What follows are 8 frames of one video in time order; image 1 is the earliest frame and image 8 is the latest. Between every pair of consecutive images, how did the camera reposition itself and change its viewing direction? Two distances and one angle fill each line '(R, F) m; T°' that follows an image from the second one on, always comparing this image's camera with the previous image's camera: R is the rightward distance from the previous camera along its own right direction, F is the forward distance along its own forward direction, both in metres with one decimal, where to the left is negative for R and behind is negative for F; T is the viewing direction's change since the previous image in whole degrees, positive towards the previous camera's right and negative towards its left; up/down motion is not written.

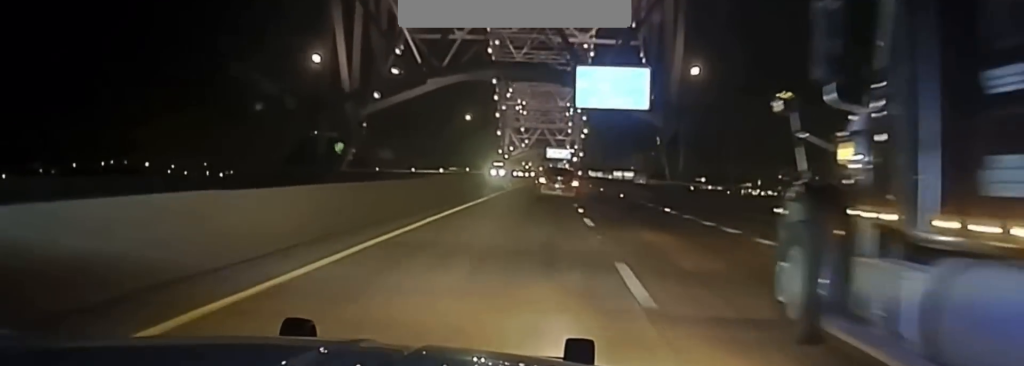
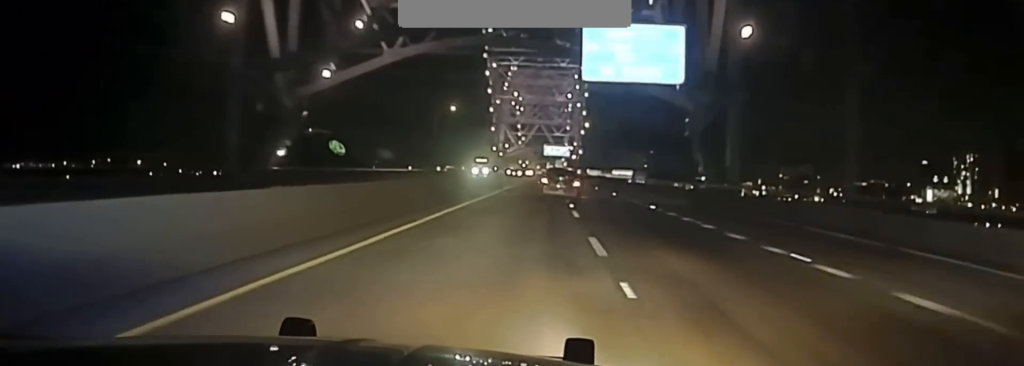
(-0.2, +20.4) m; +2°
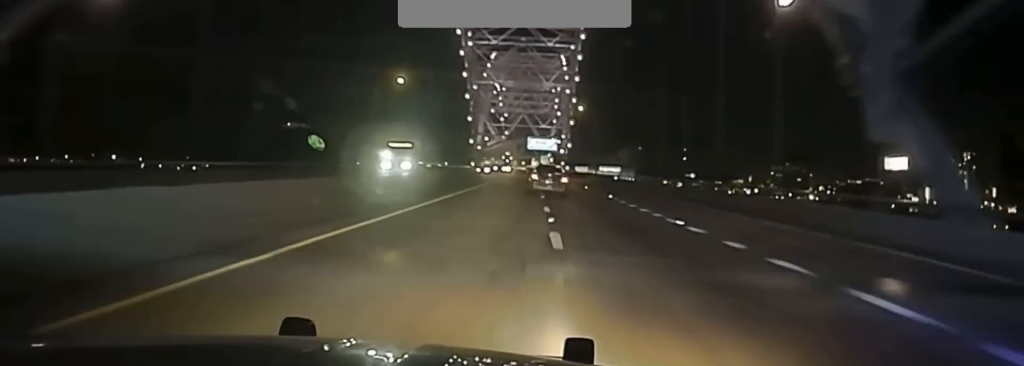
(+1.6, +36.1) m; +4°
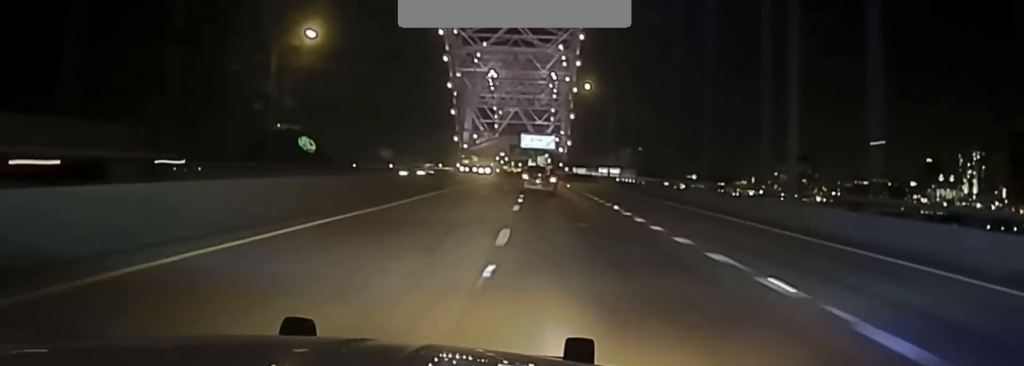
(+1.0, +33.0) m; +1°
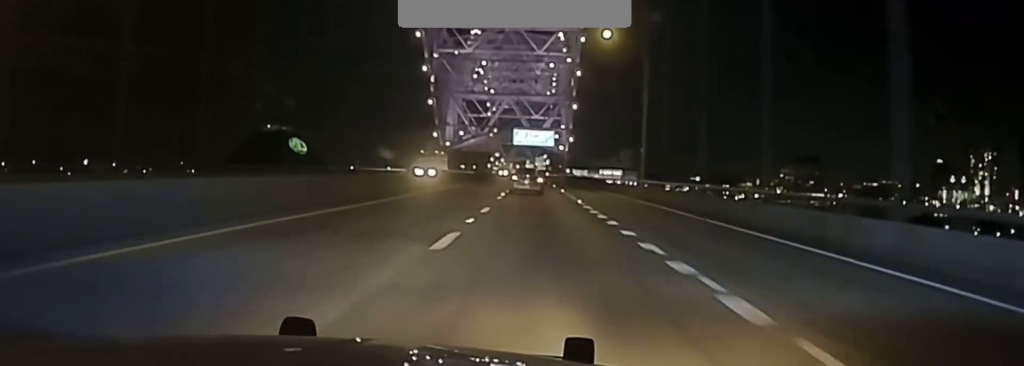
(-0.7, +33.8) m; -2°
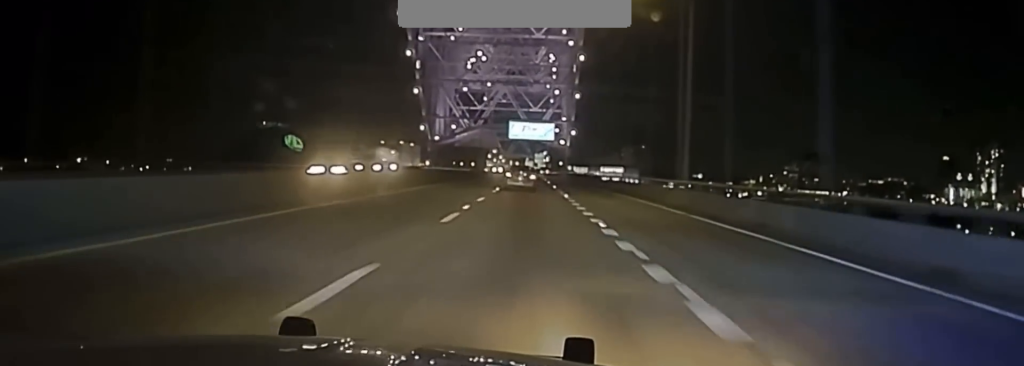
(-0.2, +17.6) m; -1°
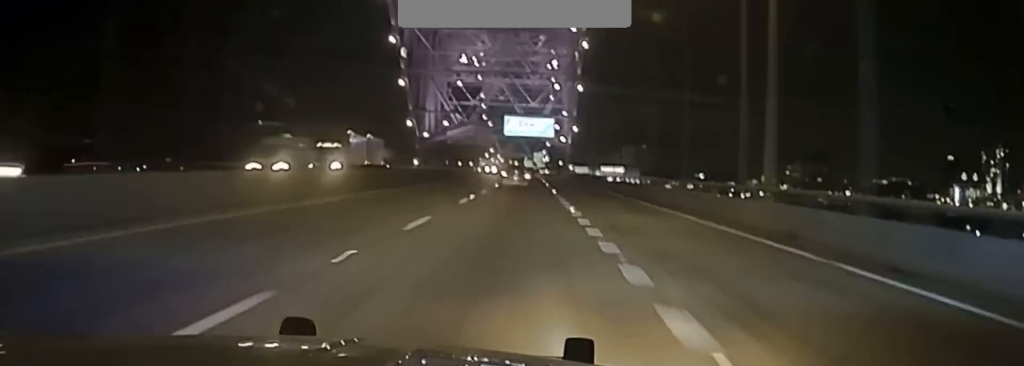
(-0.1, +15.2) m; 0°
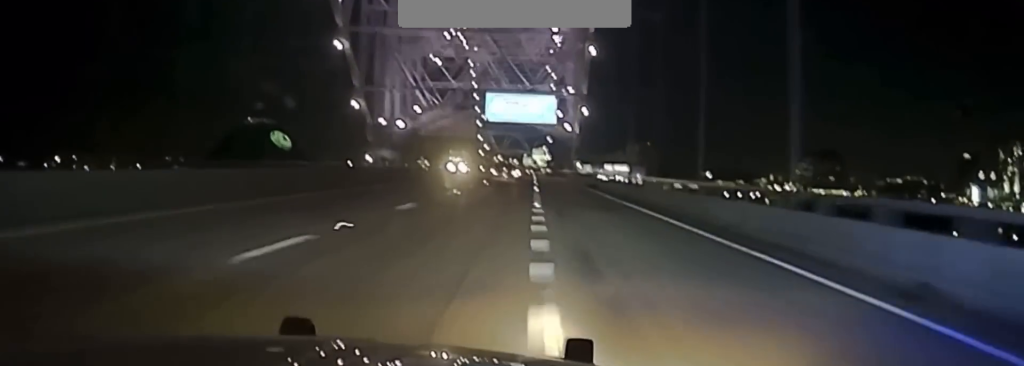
(-0.3, +46.1) m; -1°
